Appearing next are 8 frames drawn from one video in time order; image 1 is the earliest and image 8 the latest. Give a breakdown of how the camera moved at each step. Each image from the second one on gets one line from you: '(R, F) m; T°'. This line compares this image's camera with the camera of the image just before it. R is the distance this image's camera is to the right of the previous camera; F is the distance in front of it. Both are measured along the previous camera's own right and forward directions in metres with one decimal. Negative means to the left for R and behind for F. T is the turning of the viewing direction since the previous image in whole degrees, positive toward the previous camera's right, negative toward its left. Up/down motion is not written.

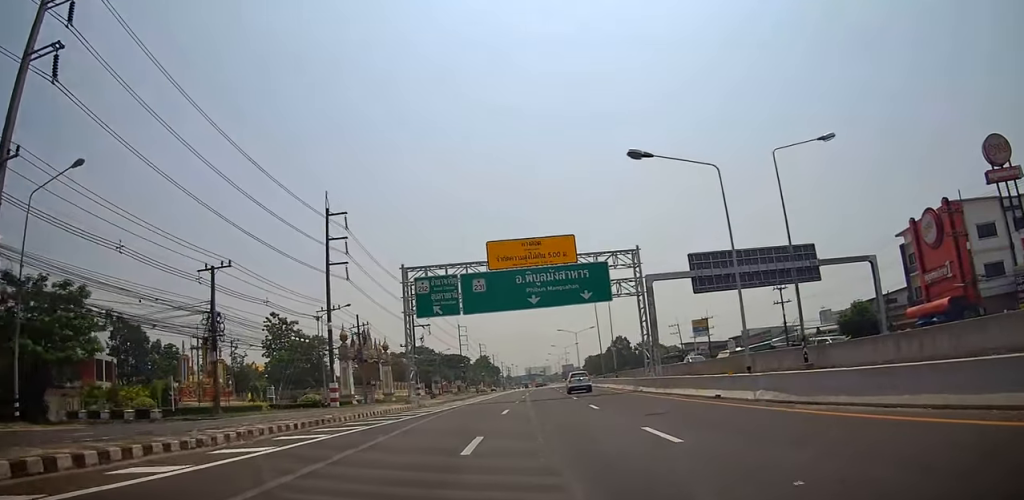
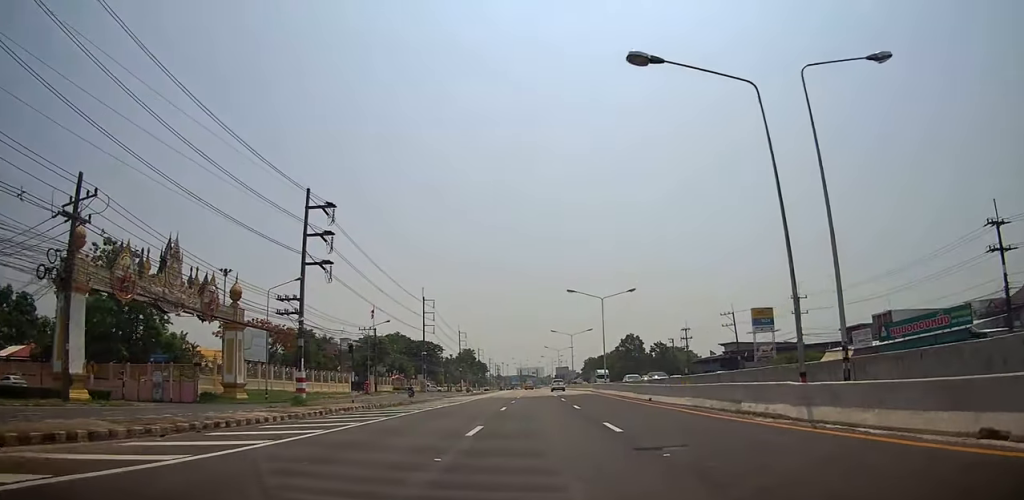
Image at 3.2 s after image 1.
(+0.3, +43.1) m; -2°
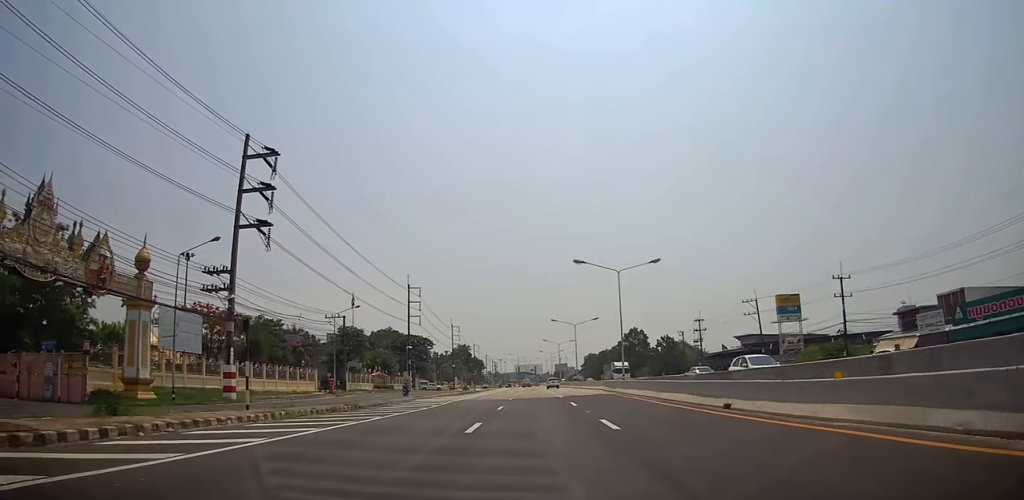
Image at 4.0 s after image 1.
(-0.3, +12.0) m; -1°
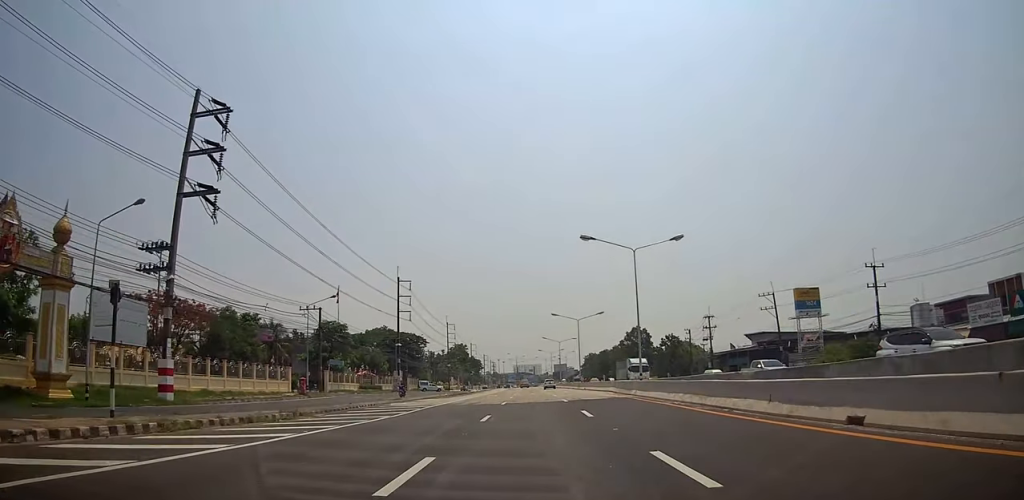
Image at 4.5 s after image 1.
(-0.3, +7.3) m; 0°
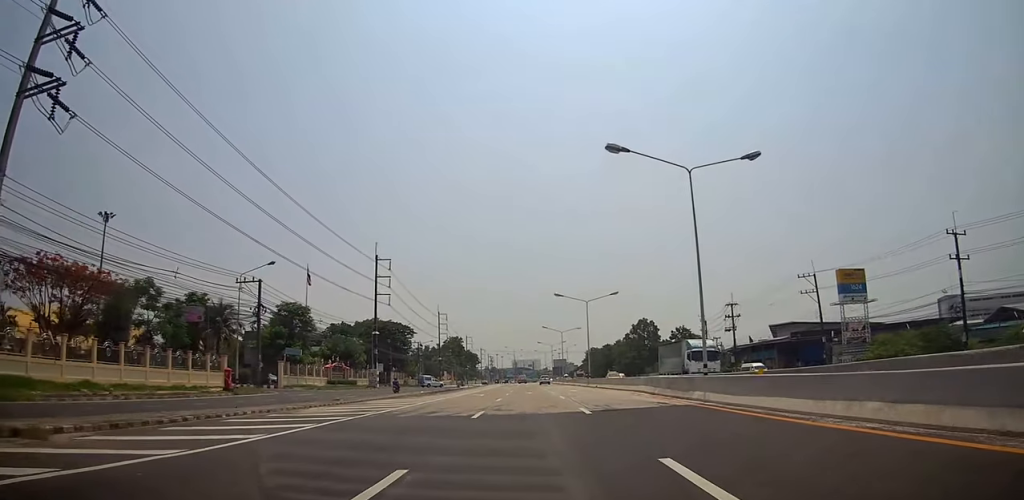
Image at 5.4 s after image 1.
(+0.5, +13.3) m; +2°
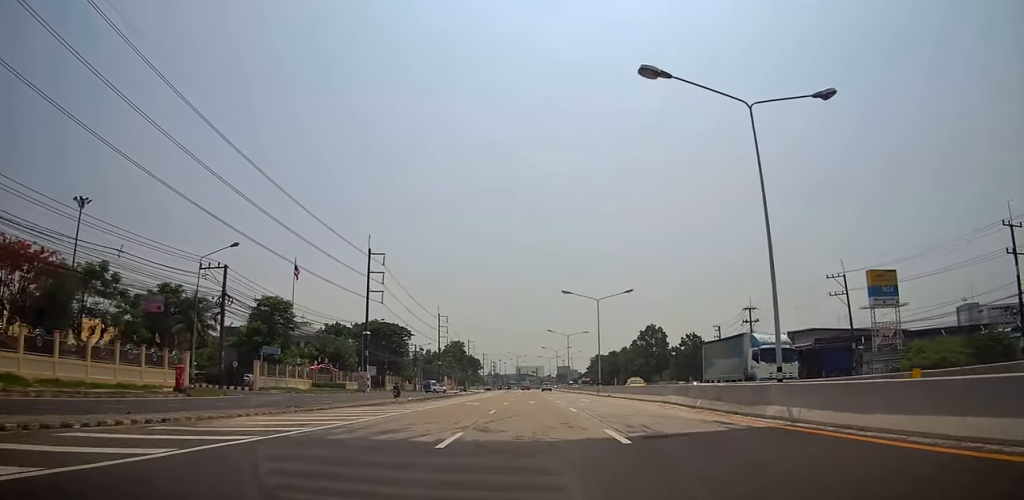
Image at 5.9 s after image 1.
(0.0, +6.2) m; +1°
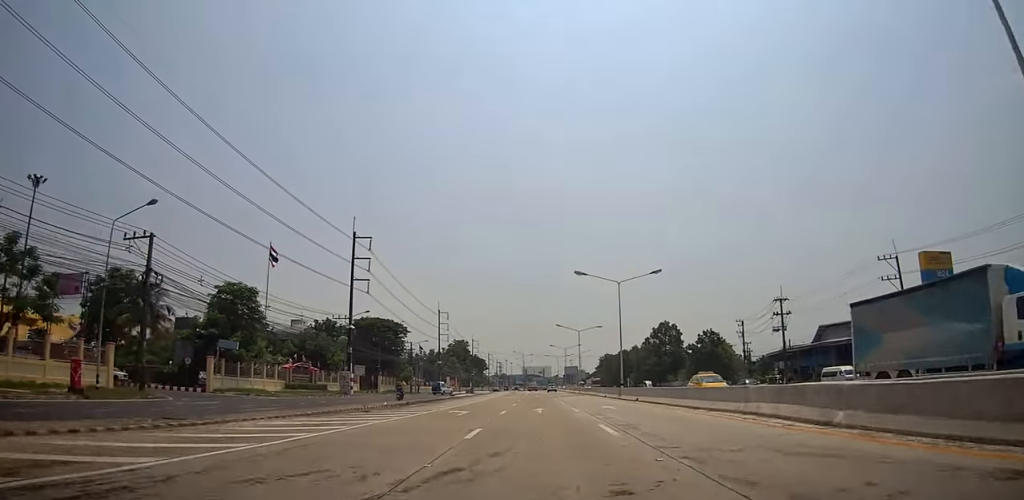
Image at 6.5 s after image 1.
(-0.2, +9.3) m; +2°
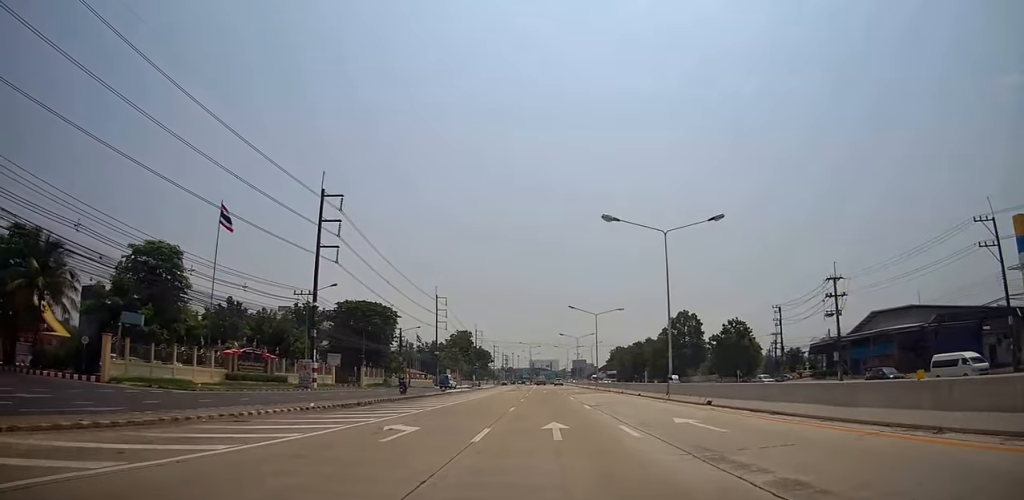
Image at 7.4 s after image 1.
(+0.7, +13.1) m; 0°
